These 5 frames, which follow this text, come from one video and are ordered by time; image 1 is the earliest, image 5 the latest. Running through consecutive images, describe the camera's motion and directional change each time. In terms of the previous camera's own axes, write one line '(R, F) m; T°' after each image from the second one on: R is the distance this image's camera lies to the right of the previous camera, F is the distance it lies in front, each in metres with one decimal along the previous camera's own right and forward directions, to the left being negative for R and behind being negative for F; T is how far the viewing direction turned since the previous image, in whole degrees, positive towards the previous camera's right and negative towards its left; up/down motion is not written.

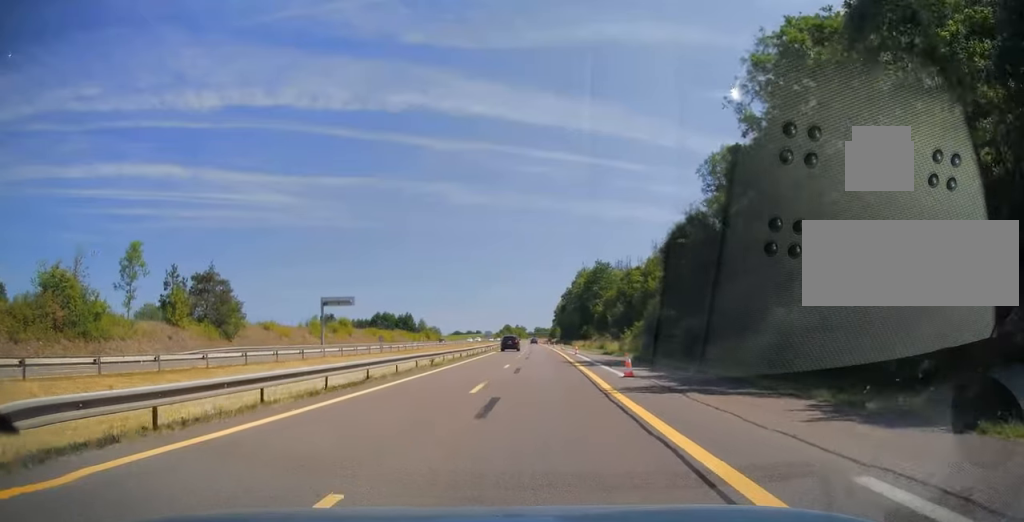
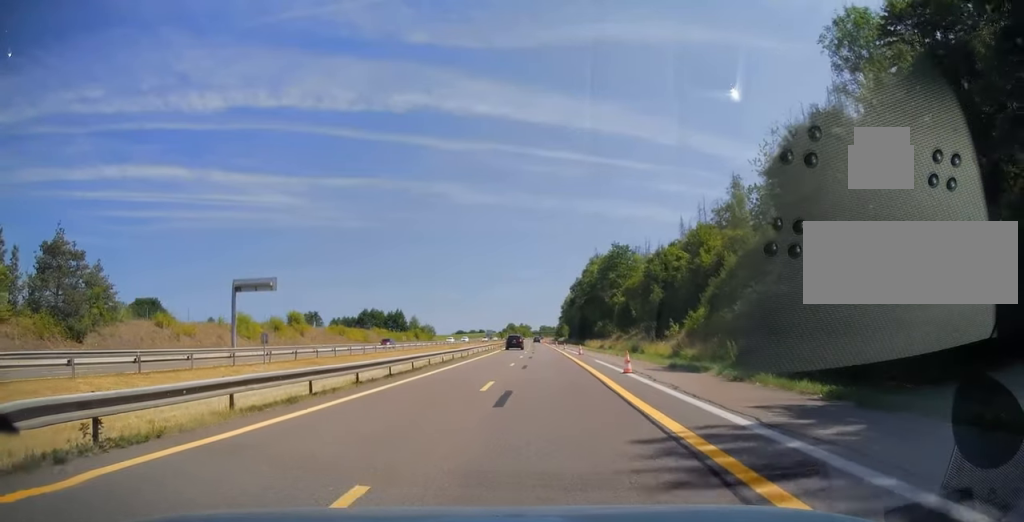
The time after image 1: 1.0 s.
(-0.4, +25.6) m; -1°
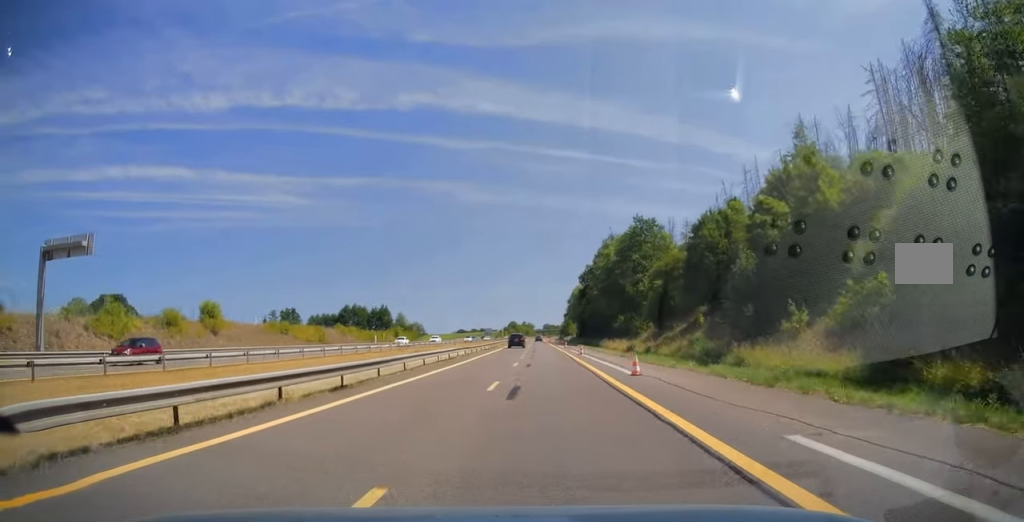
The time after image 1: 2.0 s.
(+0.1, +26.0) m; +1°
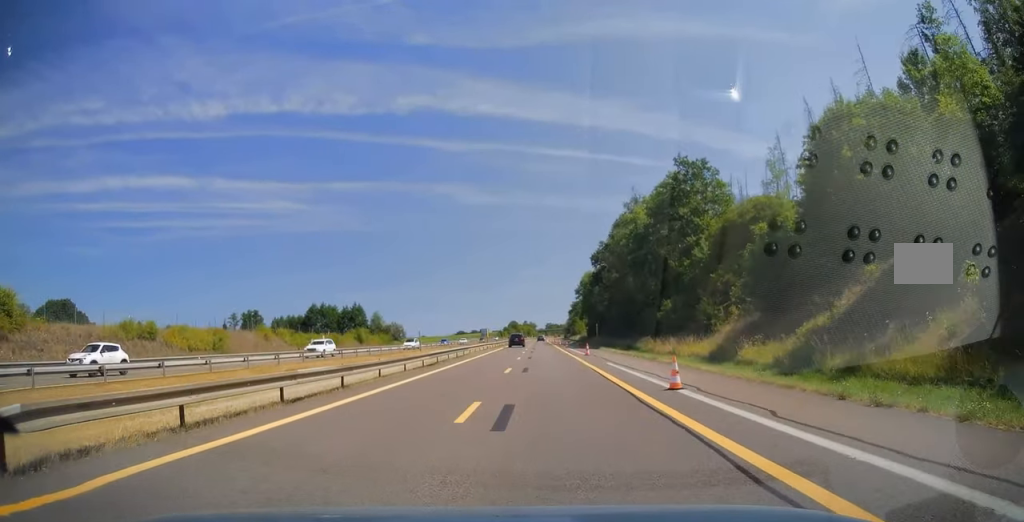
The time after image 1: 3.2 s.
(+0.2, +31.6) m; 0°
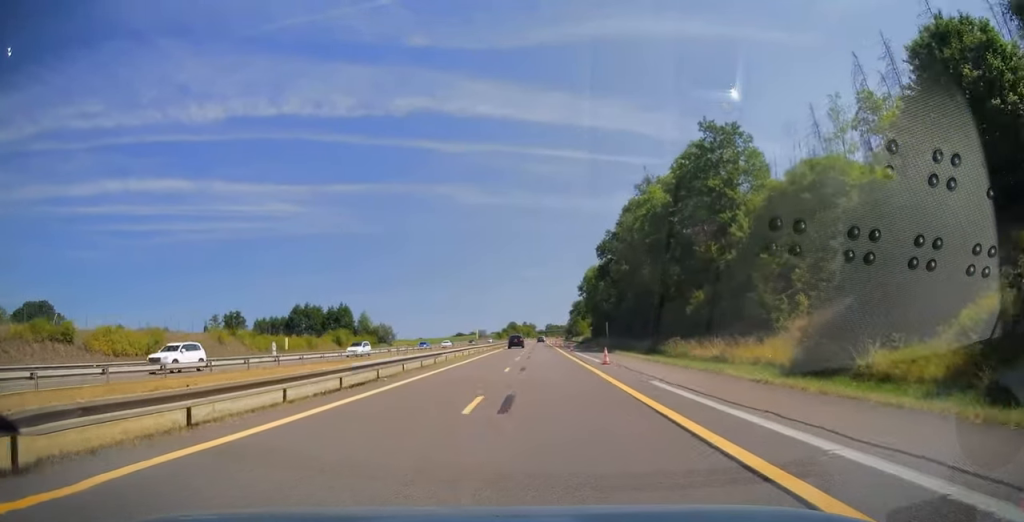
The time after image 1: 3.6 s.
(-0.1, +11.7) m; 0°
